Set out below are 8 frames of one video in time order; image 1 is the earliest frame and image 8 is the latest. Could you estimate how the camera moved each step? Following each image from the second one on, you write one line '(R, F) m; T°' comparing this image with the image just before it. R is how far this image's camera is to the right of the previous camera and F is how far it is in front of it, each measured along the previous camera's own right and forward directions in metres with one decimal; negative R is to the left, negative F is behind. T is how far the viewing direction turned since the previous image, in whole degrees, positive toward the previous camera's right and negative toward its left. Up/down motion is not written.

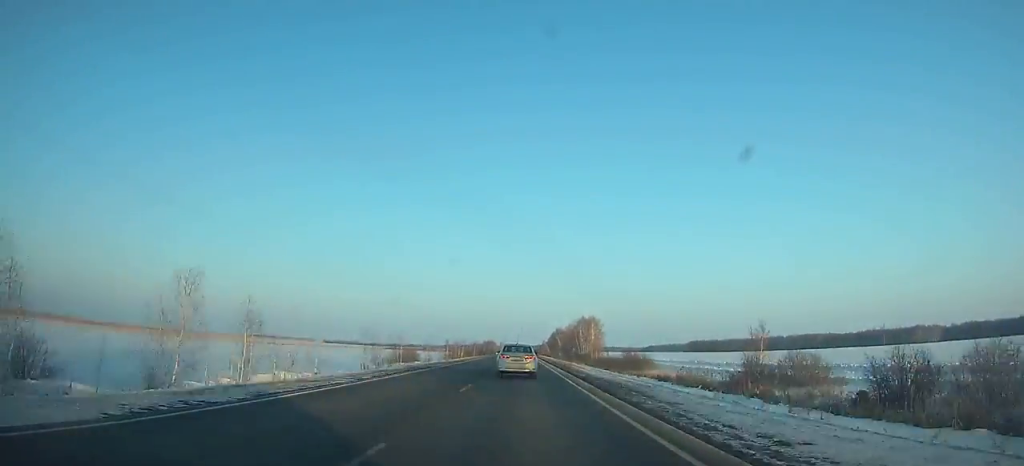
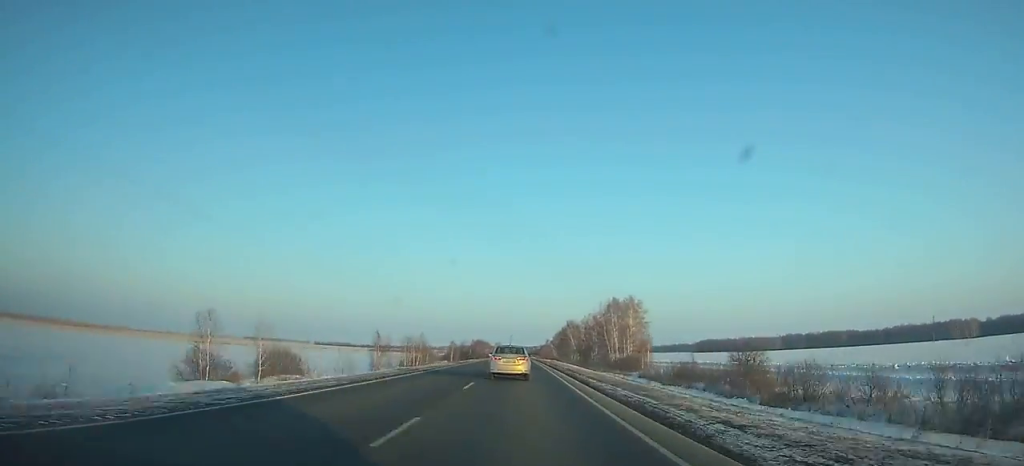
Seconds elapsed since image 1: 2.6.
(0.0, +69.4) m; 0°
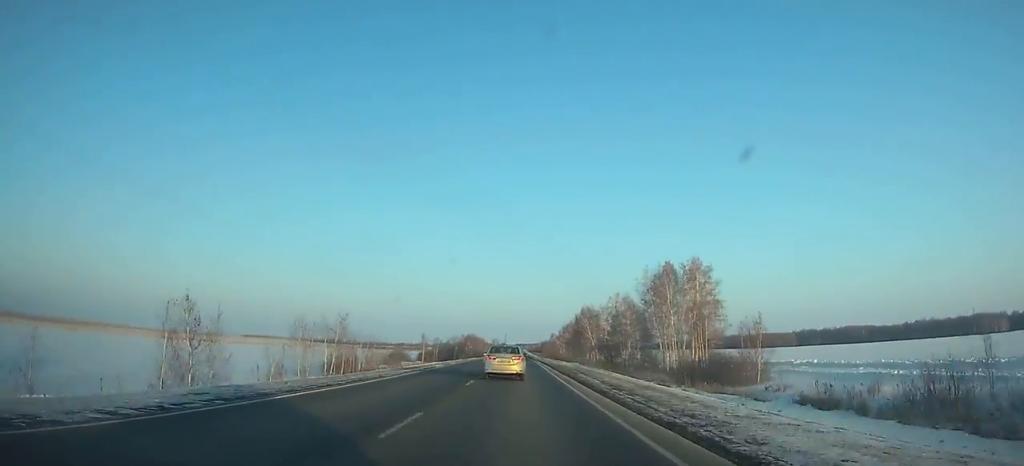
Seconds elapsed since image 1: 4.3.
(0.0, +45.7) m; 0°
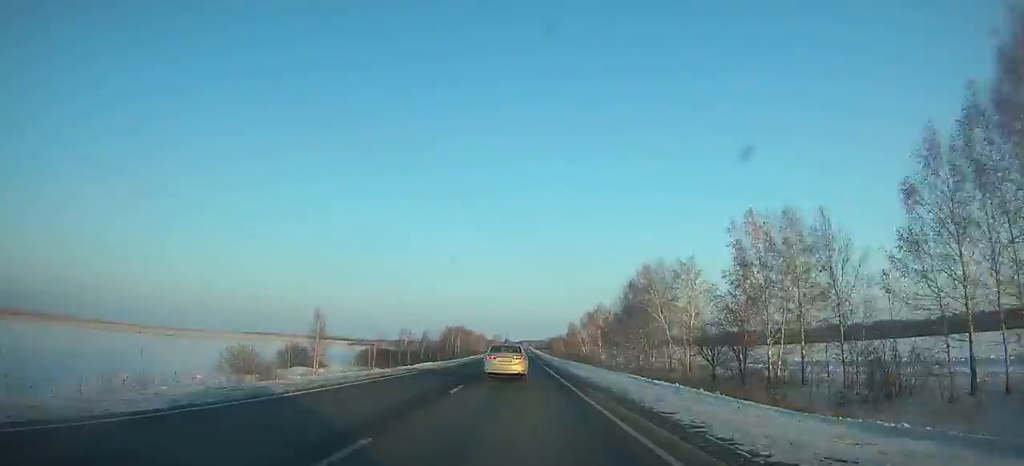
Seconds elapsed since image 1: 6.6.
(-0.1, +62.3) m; 0°
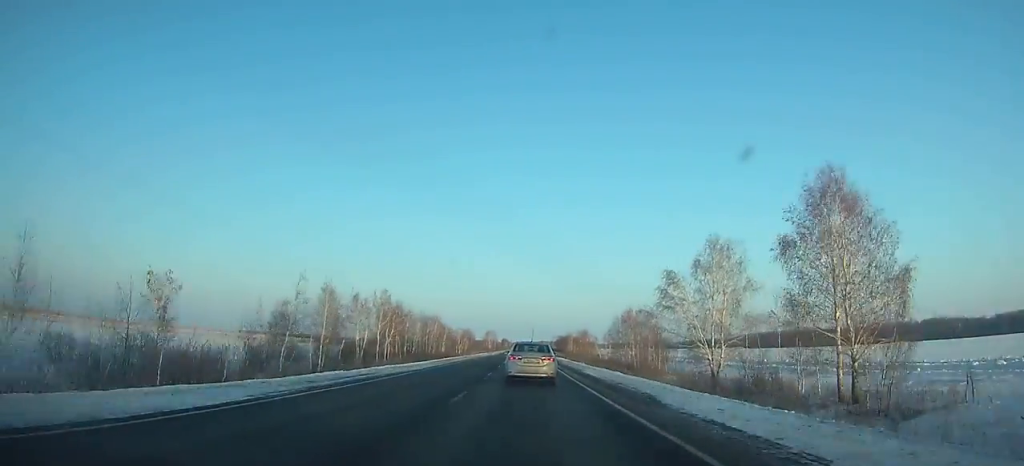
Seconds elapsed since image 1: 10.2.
(-0.3, +96.9) m; 0°
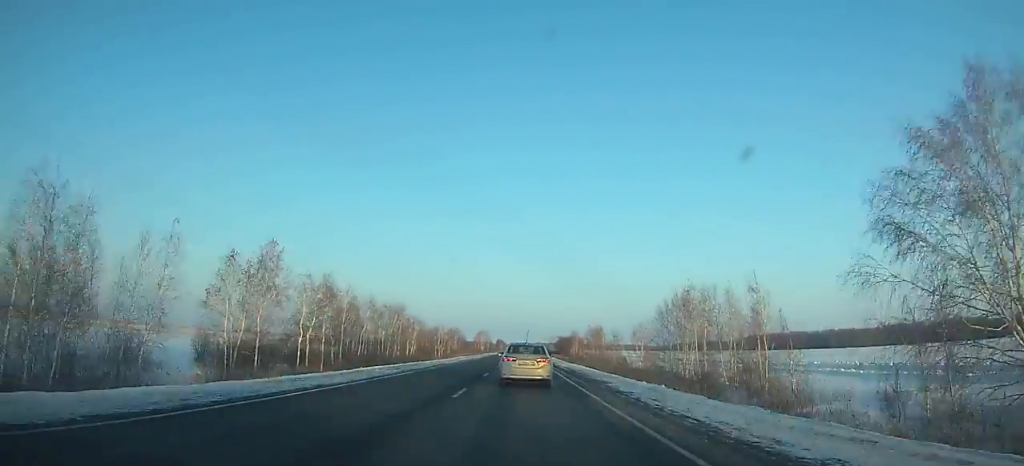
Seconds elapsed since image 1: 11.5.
(0.0, +34.6) m; 0°
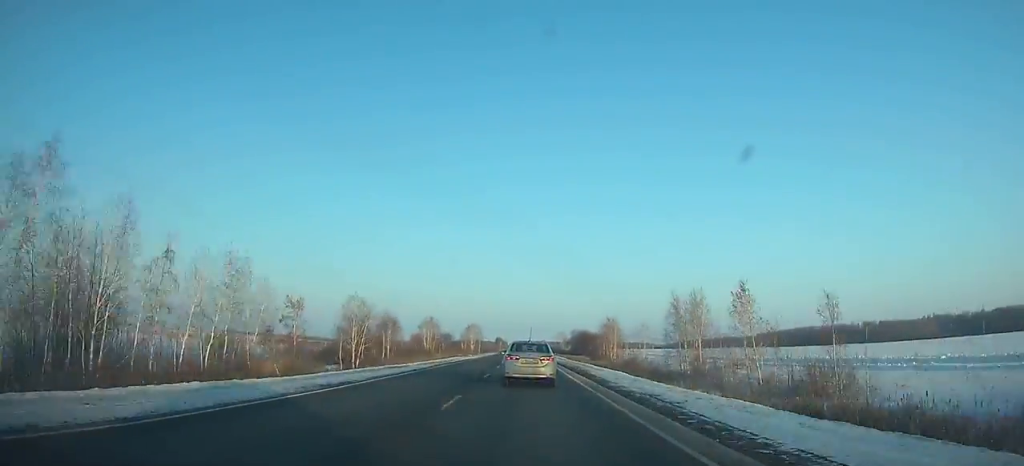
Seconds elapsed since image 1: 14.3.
(+0.2, +74.0) m; 0°
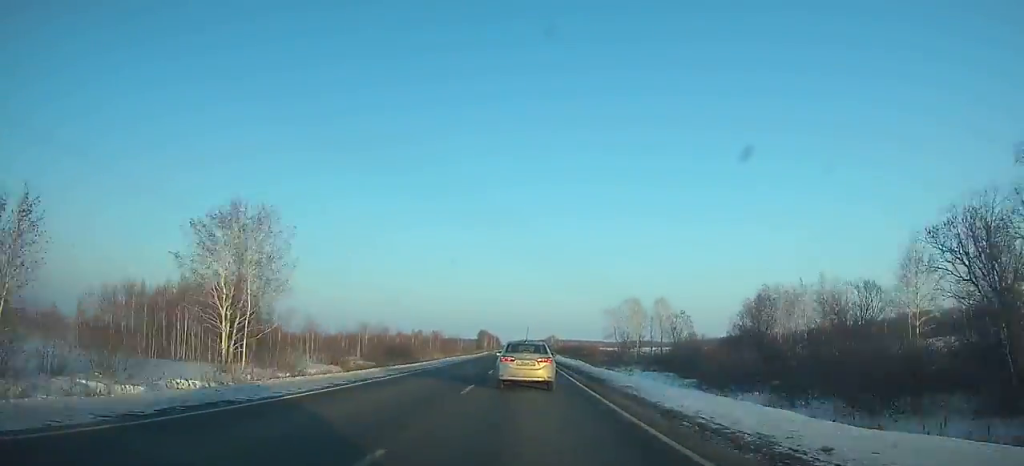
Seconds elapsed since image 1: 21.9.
(+0.2, +197.4) m; 0°
